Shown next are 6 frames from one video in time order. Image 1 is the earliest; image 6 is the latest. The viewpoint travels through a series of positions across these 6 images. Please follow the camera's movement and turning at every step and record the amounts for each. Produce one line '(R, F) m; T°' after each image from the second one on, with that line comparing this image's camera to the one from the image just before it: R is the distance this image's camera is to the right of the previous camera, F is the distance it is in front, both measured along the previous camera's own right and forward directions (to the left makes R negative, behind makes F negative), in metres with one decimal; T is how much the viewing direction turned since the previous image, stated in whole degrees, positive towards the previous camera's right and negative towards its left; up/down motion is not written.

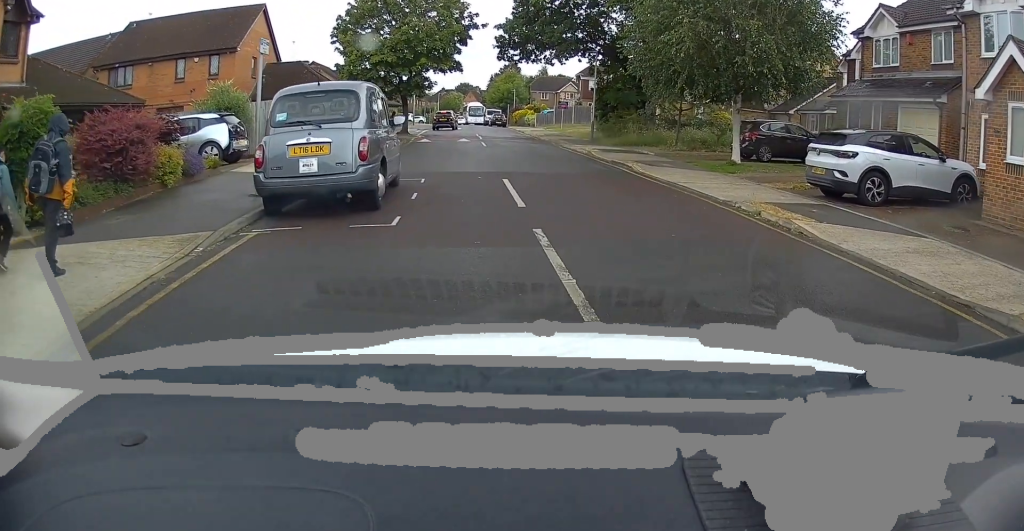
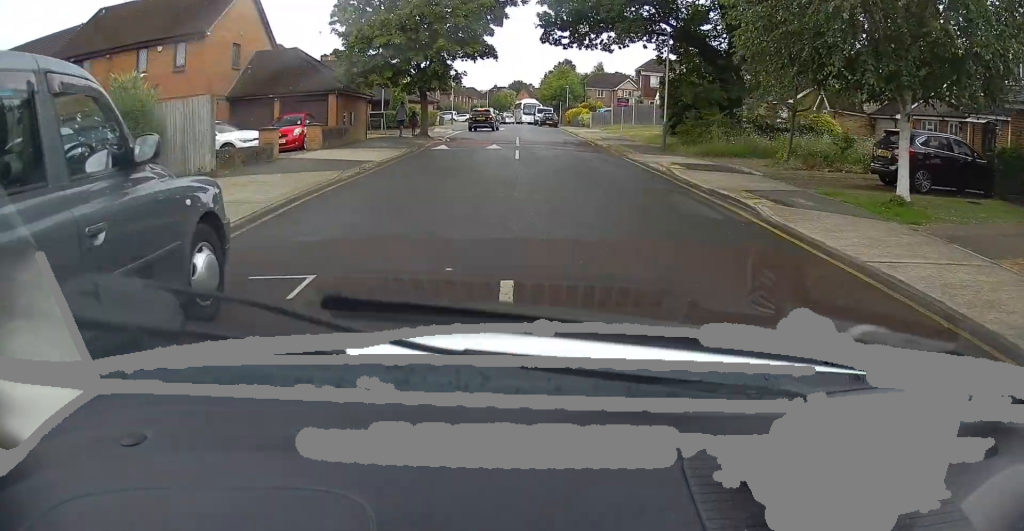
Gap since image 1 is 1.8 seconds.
(-0.5, +8.0) m; -8°
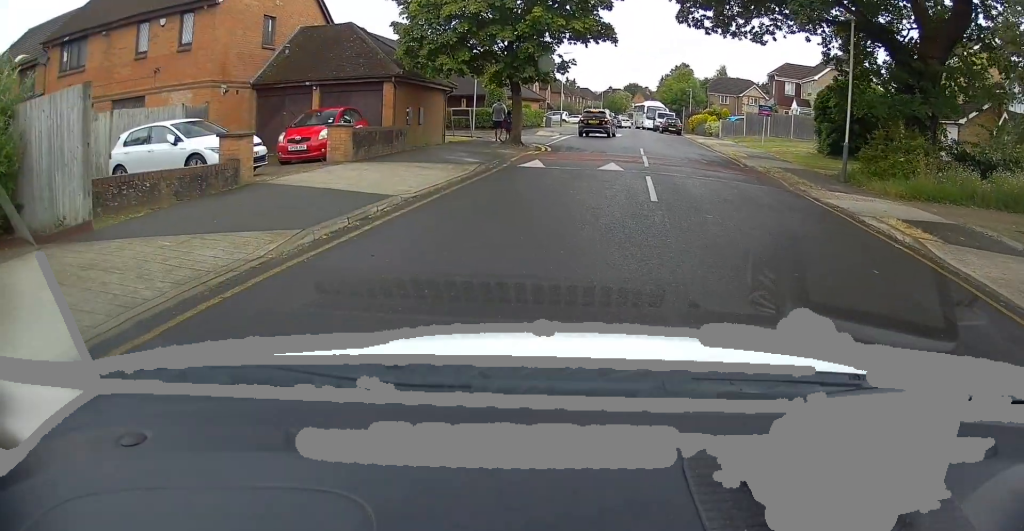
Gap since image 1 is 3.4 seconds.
(-0.3, +7.5) m; -4°
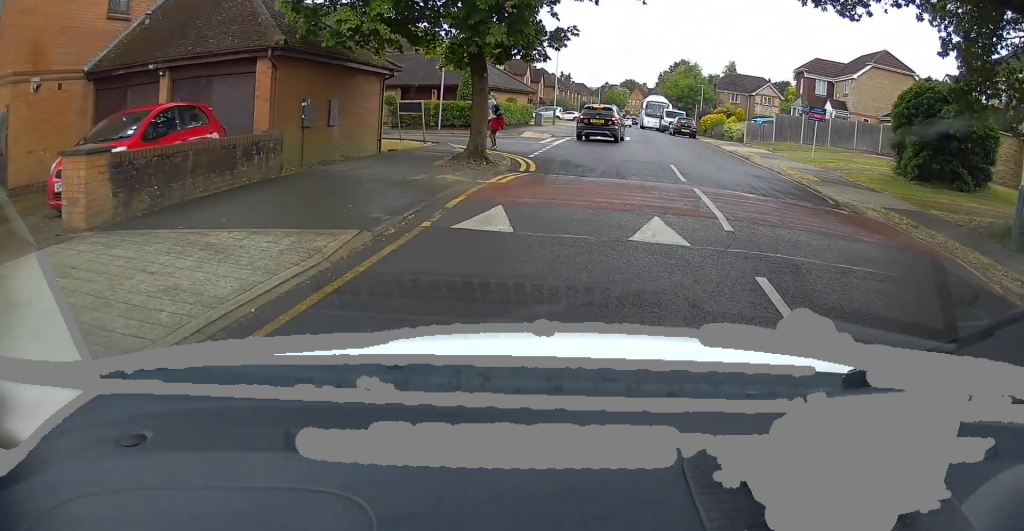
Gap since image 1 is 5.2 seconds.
(-0.2, +8.6) m; 0°
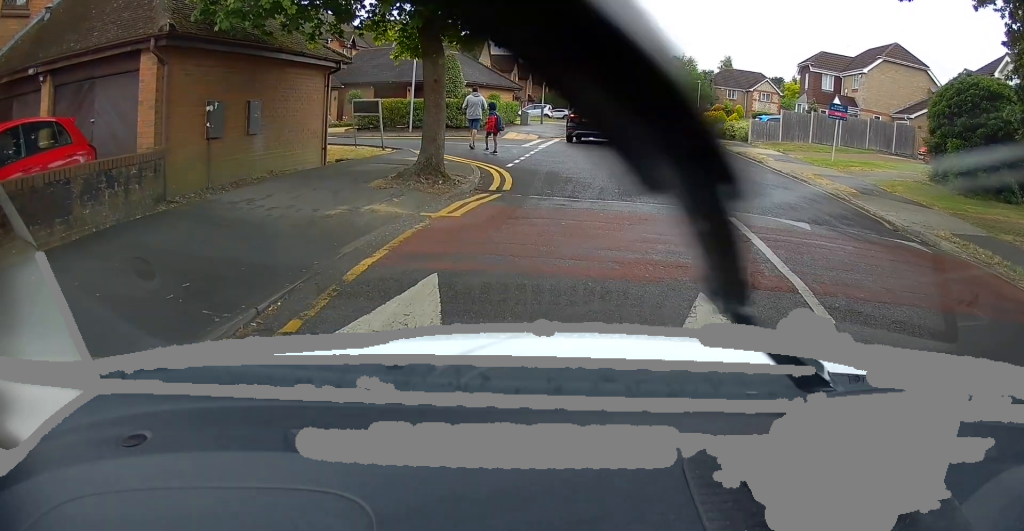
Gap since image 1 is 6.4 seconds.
(+0.2, +3.5) m; +5°
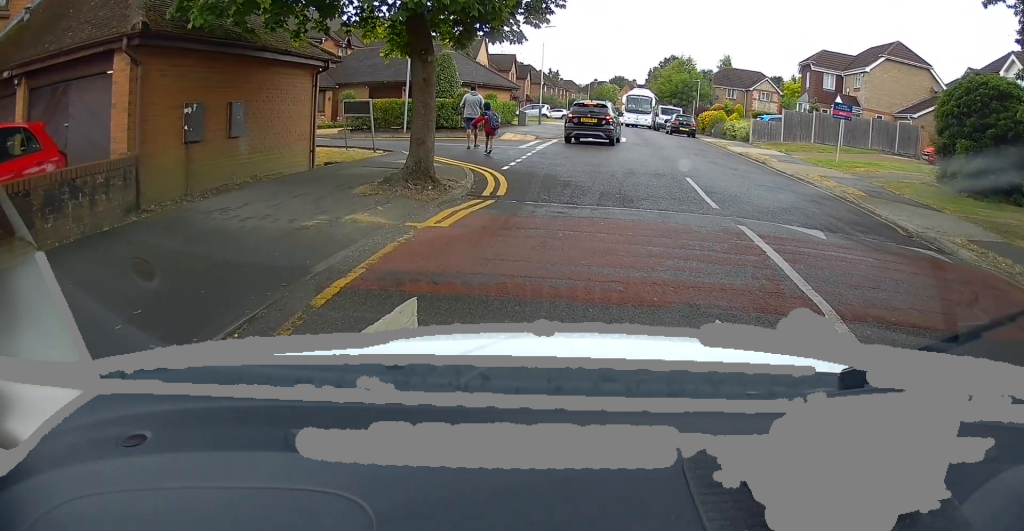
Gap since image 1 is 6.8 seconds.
(+0.1, +0.7) m; 0°
